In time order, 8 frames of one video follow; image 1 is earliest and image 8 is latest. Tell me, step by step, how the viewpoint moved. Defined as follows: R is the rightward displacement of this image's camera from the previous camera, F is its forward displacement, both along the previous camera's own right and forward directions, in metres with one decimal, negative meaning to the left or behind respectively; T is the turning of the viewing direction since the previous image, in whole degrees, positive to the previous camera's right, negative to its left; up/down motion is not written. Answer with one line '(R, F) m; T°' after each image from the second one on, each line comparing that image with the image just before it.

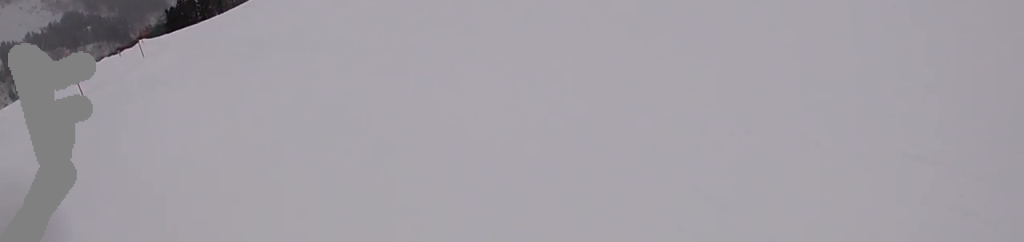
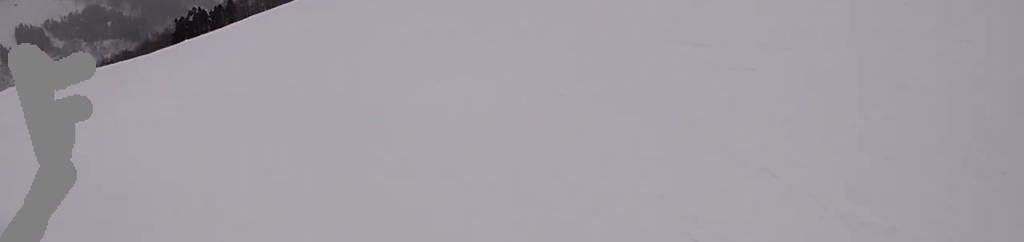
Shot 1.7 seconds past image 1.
(-0.7, +12.1) m; -7°
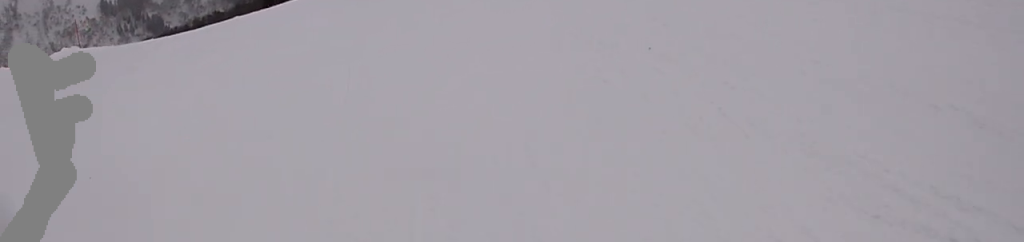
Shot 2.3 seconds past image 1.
(0.0, +3.9) m; 0°
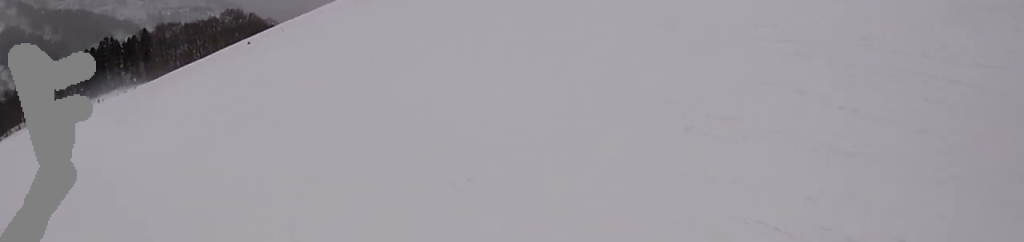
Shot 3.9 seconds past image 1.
(-1.1, +9.5) m; -15°
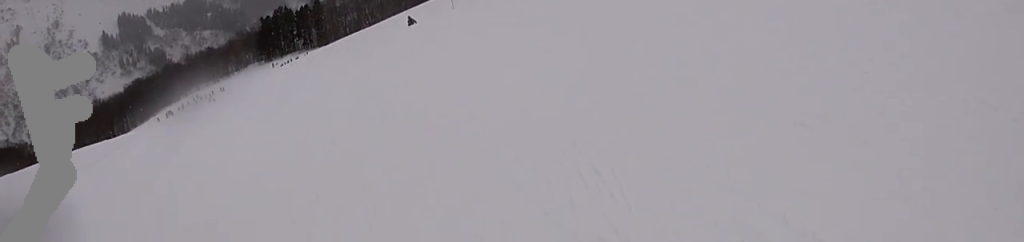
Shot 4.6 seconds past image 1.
(-0.3, +3.4) m; -1°
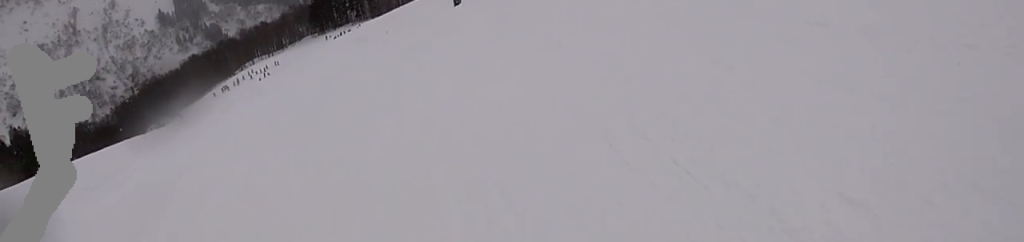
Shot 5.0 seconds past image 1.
(0.0, +2.0) m; +8°
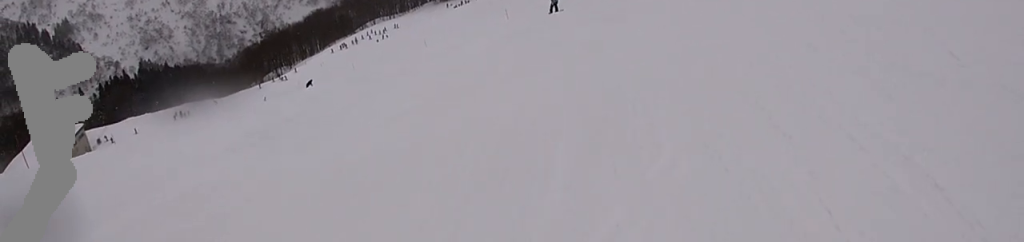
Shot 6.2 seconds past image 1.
(+1.0, +4.5) m; +9°
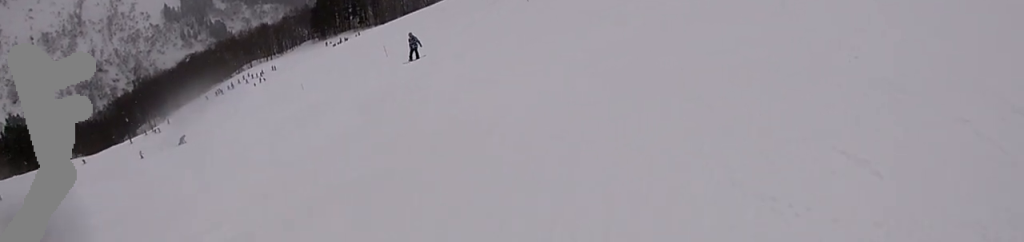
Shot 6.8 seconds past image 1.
(-0.2, +1.9) m; +1°
